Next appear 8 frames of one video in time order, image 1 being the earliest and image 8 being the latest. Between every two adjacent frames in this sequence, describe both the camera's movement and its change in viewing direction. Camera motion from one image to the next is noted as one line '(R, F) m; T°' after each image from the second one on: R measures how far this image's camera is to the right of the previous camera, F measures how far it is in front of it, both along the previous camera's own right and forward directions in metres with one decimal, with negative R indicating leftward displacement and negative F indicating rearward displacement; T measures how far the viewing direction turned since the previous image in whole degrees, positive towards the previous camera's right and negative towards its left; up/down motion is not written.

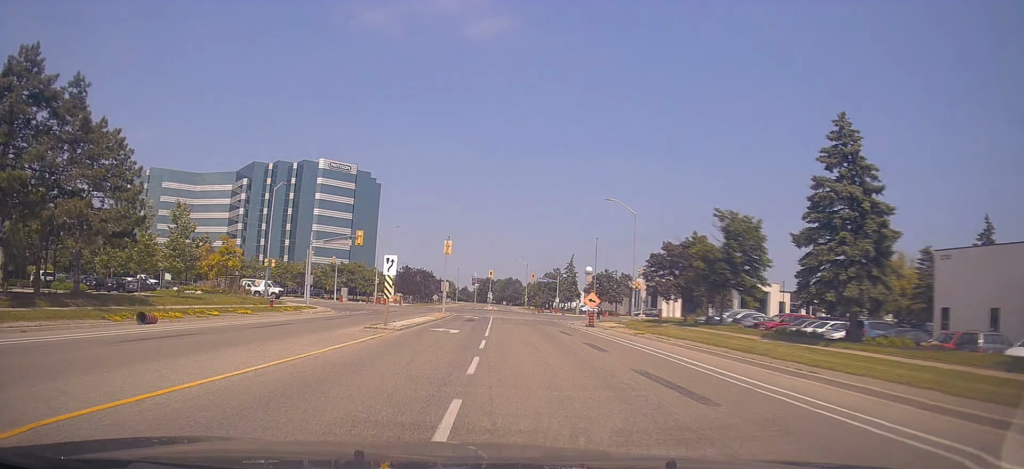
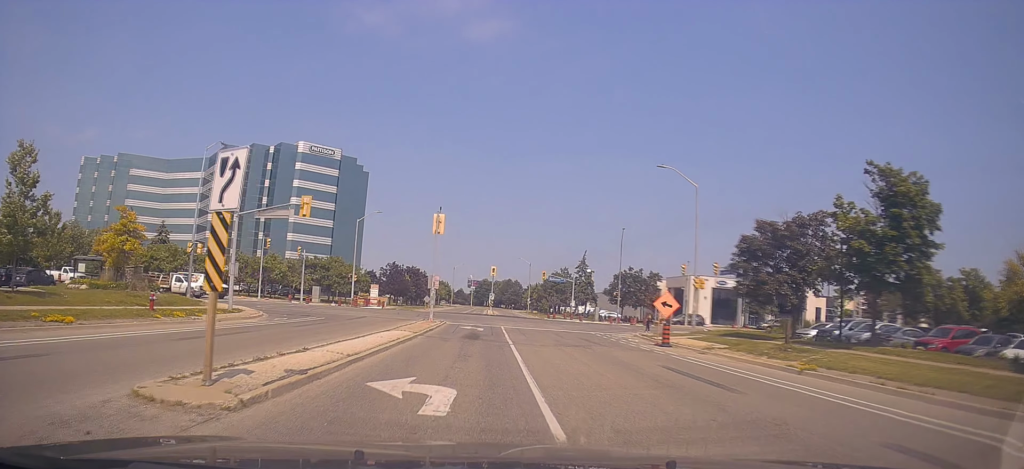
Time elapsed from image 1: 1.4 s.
(+0.3, +16.0) m; +2°
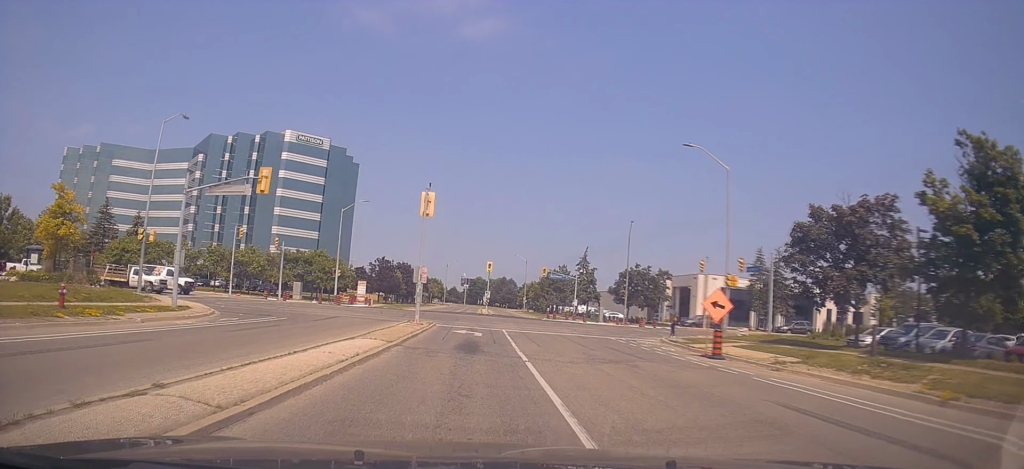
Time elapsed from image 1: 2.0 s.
(0.0, +6.0) m; 0°
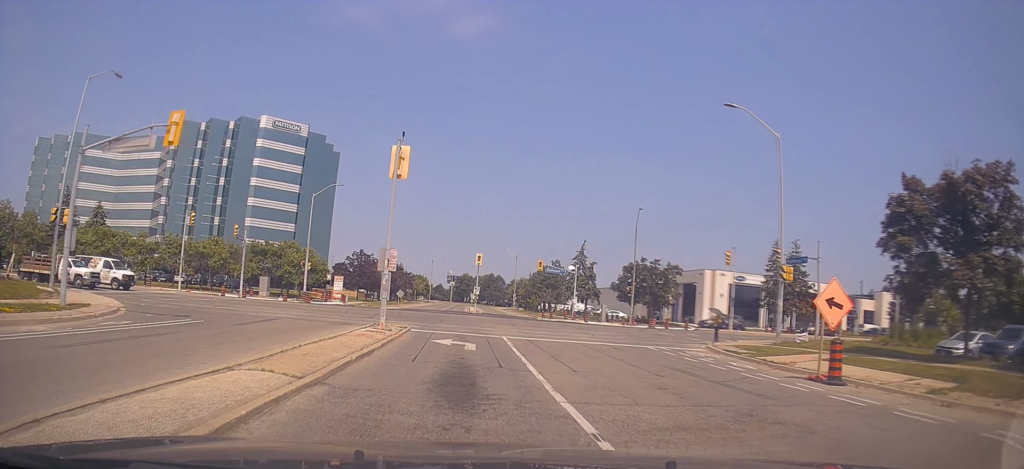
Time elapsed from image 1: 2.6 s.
(0.0, +7.5) m; -1°
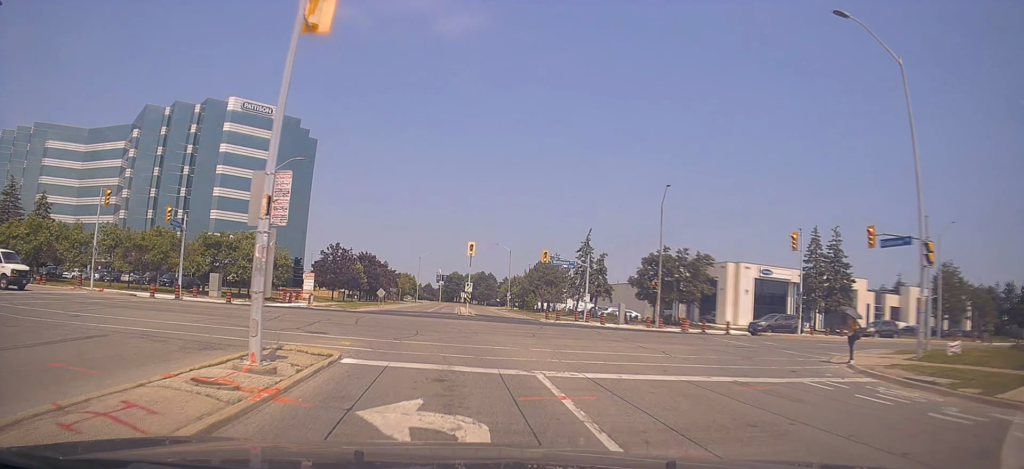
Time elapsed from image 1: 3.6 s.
(-0.2, +10.7) m; -1°
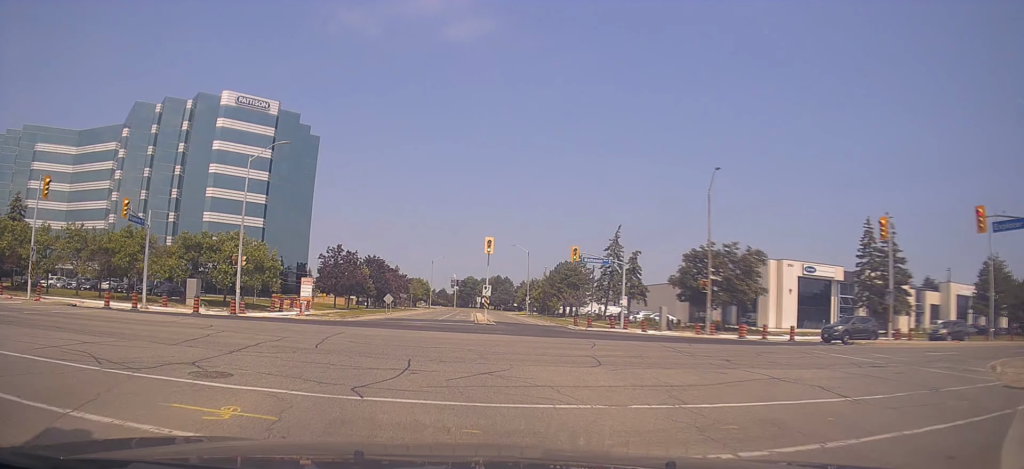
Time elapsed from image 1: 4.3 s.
(+0.1, +7.7) m; 0°
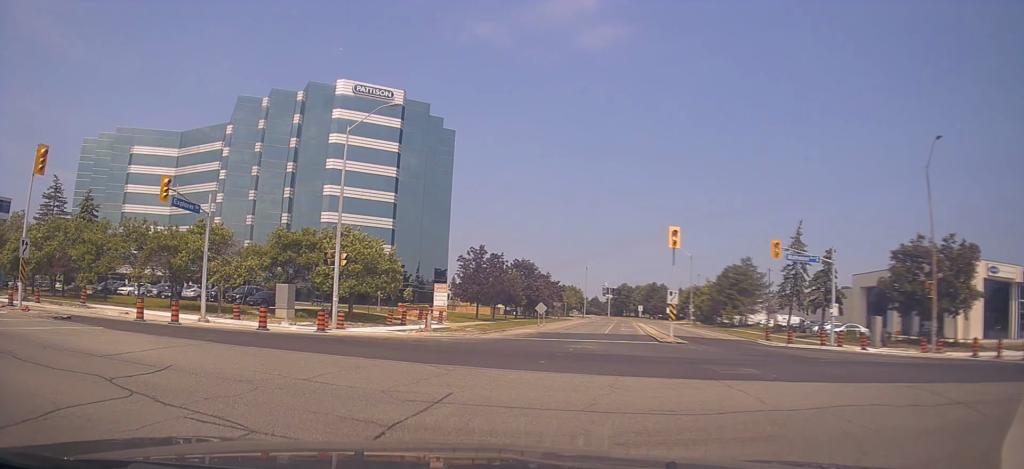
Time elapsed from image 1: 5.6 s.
(-0.2, +10.8) m; -9°
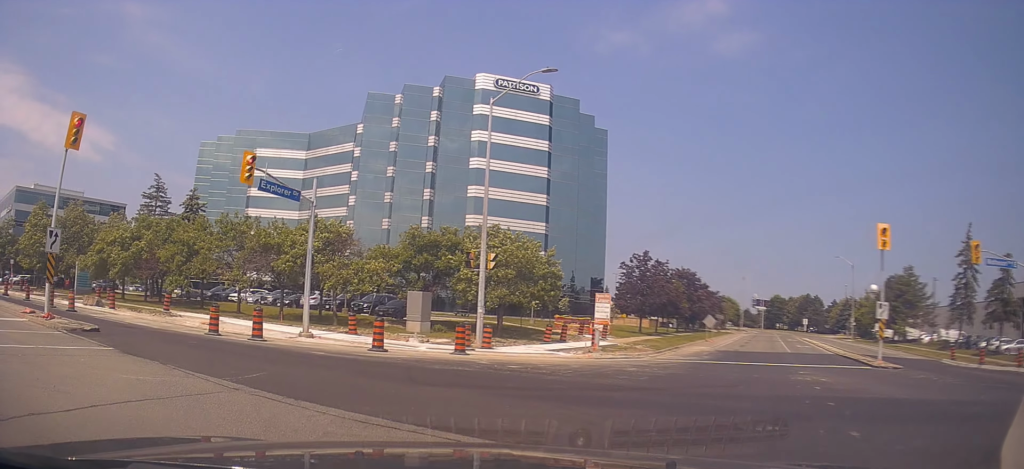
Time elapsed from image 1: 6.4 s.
(-0.9, +6.4) m; -13°
